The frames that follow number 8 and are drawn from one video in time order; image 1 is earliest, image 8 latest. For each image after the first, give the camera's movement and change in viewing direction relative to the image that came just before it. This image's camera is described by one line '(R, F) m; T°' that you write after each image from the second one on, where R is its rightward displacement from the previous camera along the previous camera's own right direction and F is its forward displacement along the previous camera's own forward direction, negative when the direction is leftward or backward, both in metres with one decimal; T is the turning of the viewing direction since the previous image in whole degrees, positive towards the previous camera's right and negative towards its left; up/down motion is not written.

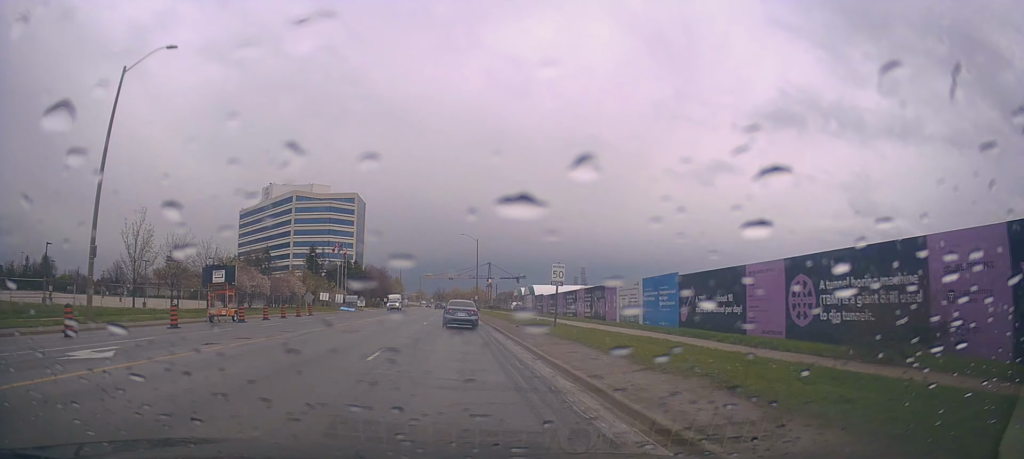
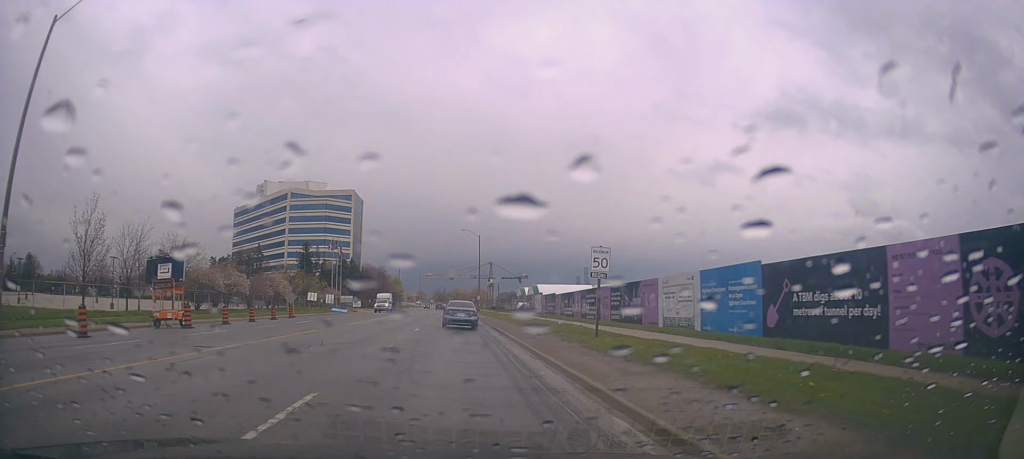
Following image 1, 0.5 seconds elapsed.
(-0.2, +7.1) m; 0°
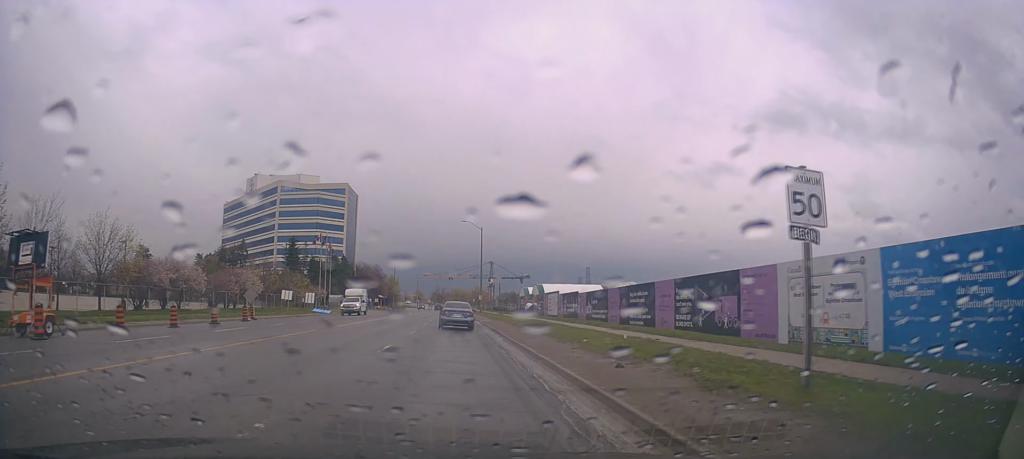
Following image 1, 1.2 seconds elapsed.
(-0.8, +10.9) m; 0°
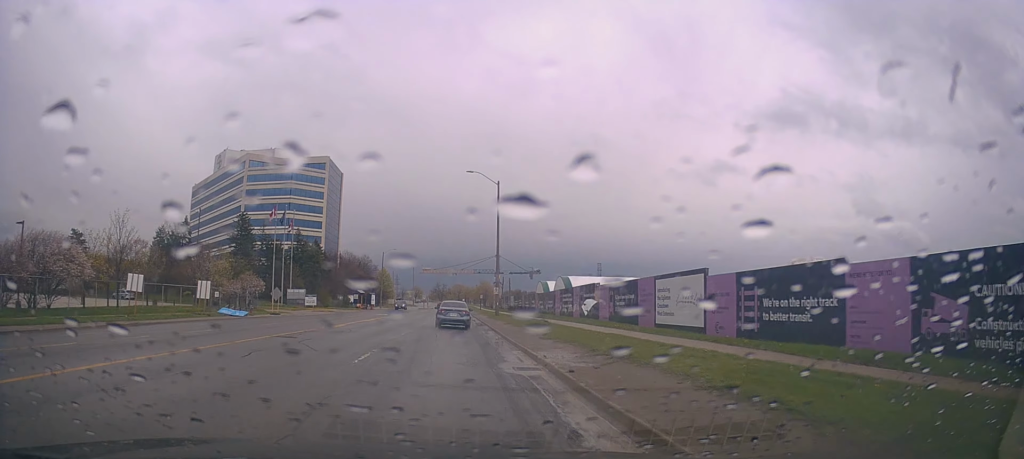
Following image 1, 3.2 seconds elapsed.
(+1.0, +31.1) m; 0°
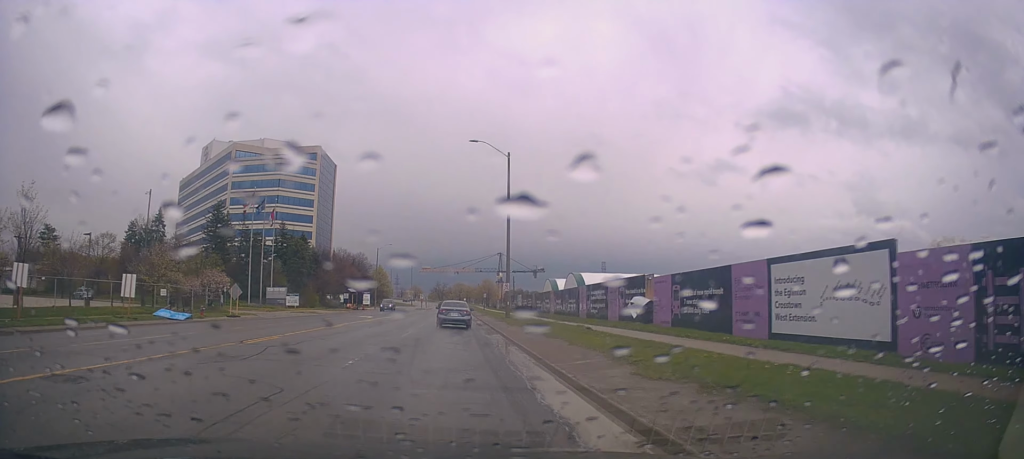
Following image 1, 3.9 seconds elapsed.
(+0.1, +10.8) m; +2°
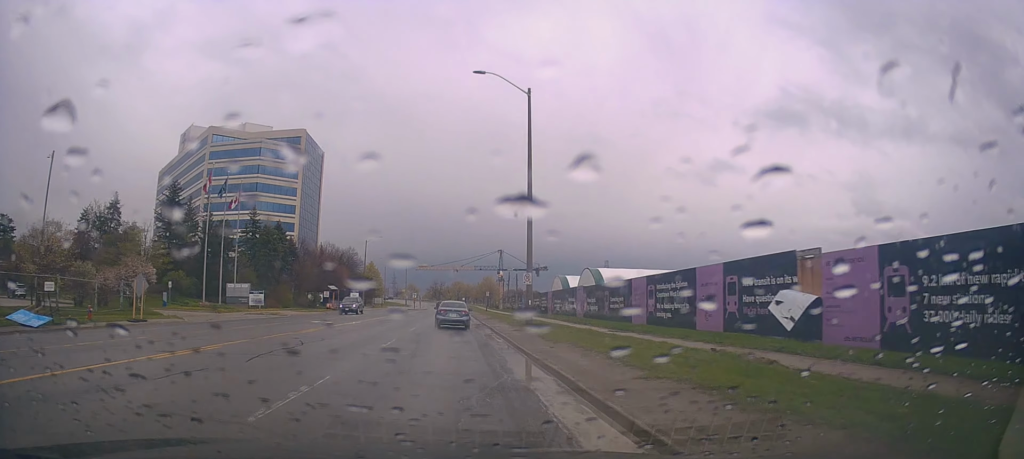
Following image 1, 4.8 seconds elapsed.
(+0.3, +13.9) m; -1°
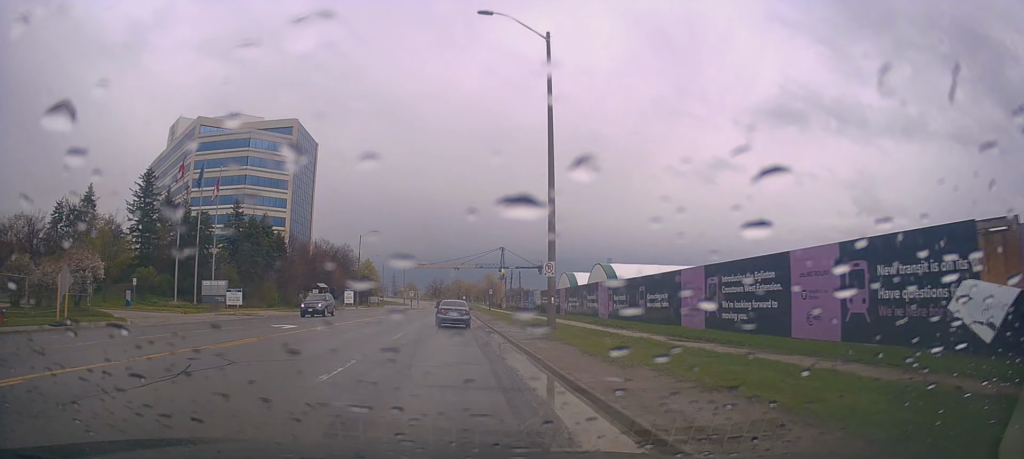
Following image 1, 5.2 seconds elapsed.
(+0.3, +6.7) m; -1°
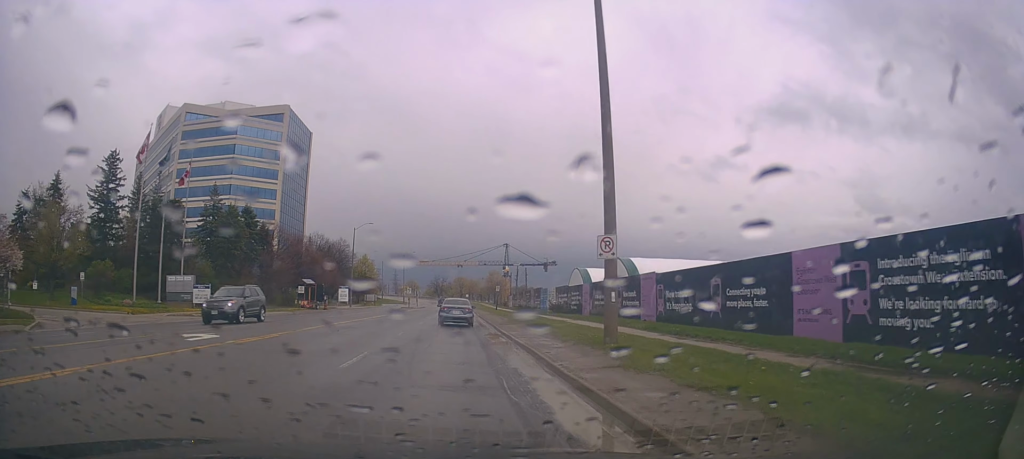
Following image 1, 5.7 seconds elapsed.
(-0.6, +8.5) m; -1°
